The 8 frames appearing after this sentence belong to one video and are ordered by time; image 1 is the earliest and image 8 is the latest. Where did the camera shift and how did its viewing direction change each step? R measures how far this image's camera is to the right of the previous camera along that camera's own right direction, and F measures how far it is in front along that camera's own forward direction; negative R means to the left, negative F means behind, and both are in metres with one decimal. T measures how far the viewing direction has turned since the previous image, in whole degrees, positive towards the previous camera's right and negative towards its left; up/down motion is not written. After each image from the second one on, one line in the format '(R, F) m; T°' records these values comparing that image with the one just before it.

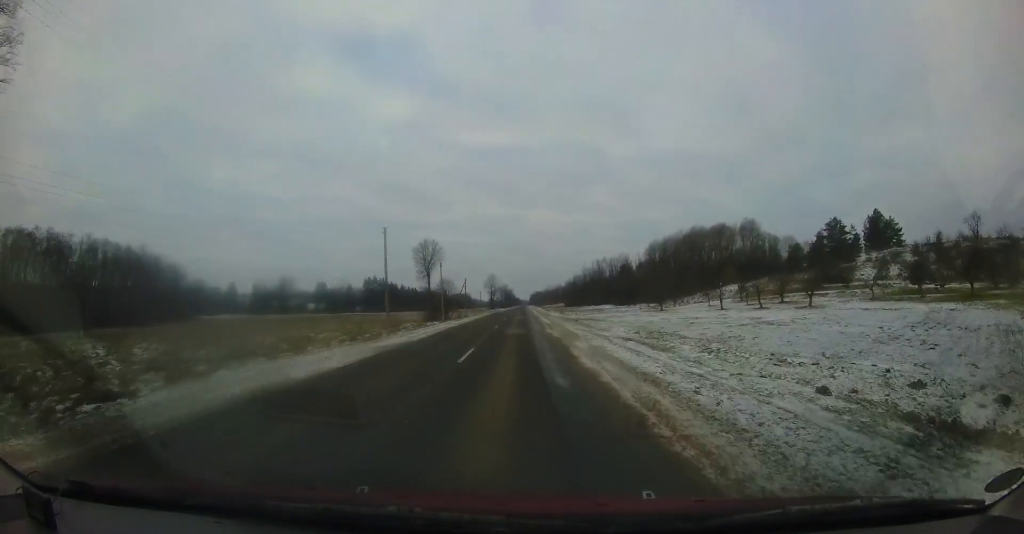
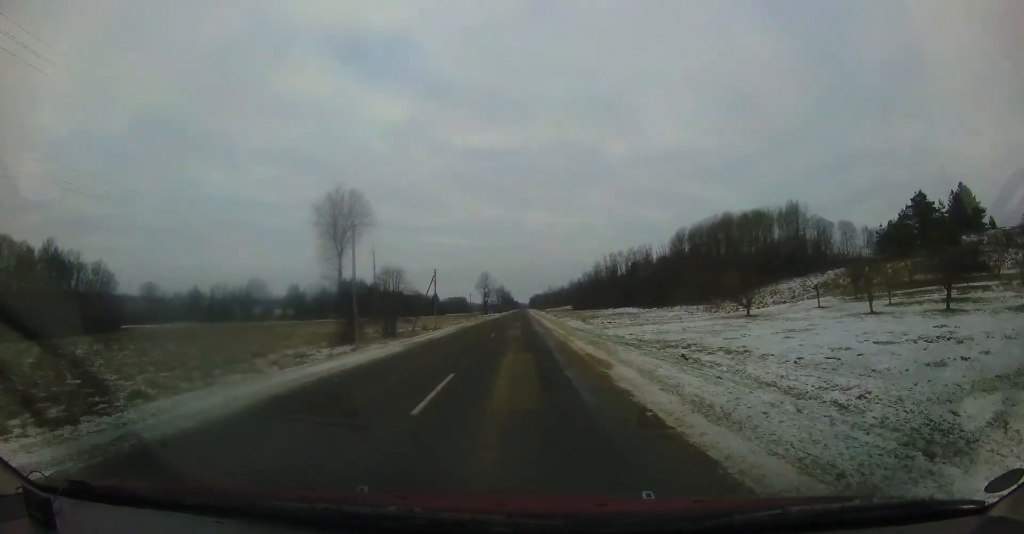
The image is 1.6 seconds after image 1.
(0.0, +28.1) m; 0°
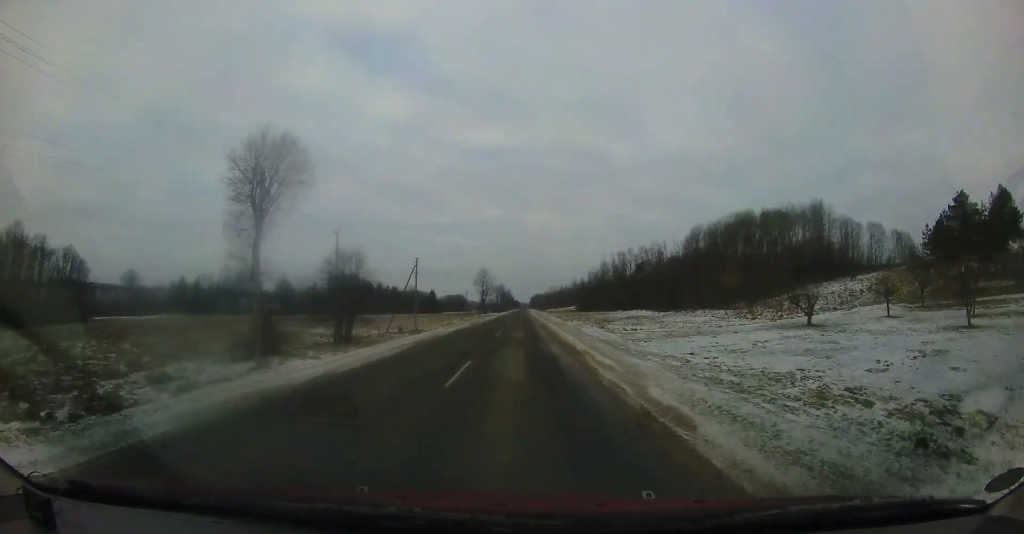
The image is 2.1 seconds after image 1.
(-0.2, +10.4) m; +1°
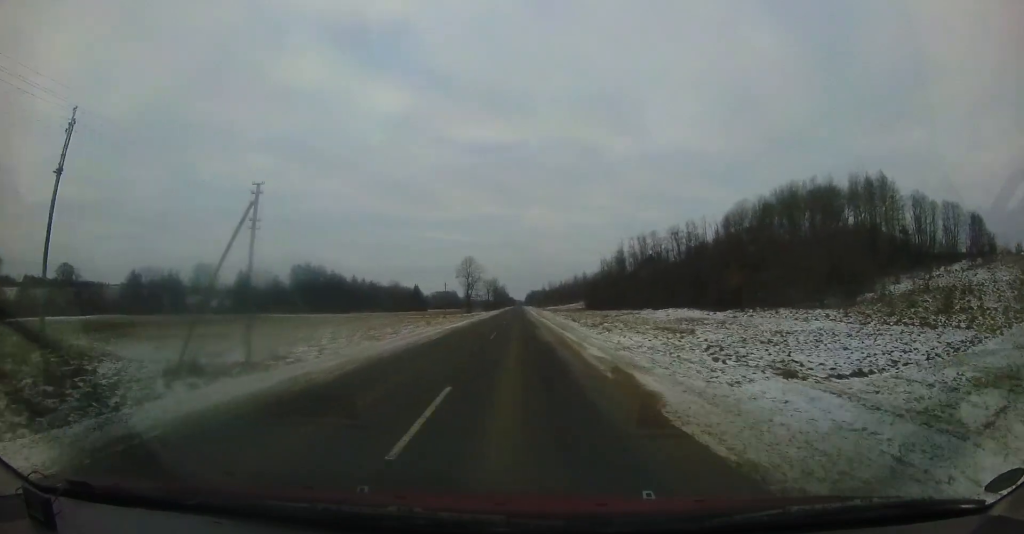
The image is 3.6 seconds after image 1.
(+0.7, +27.2) m; +1°
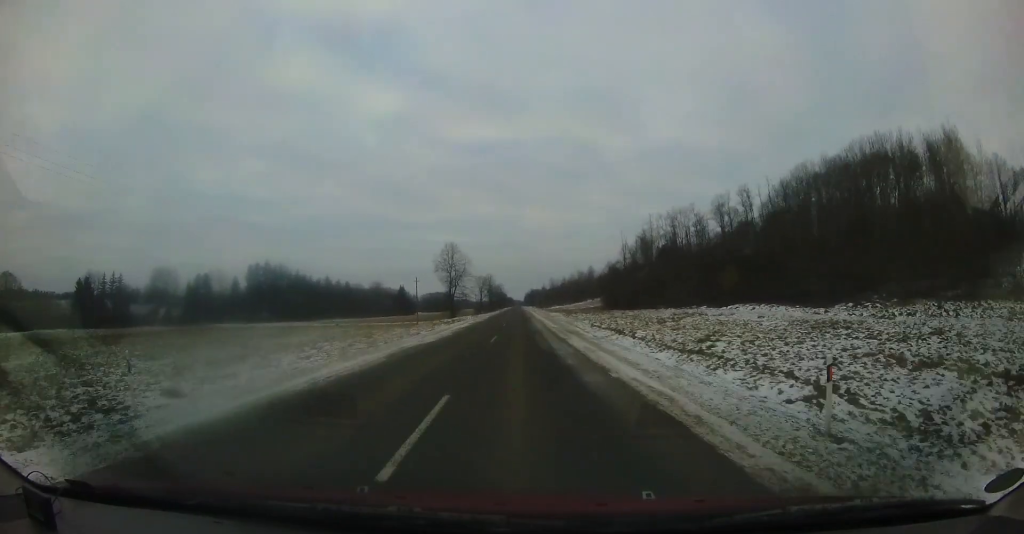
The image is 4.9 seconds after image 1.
(-0.1, +24.3) m; 0°
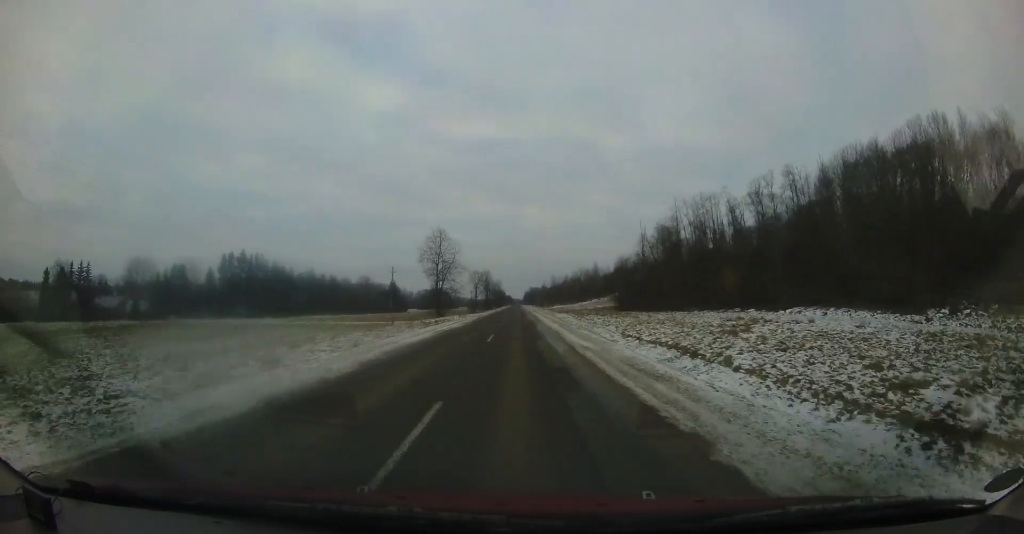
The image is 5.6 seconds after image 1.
(+0.1, +12.5) m; 0°
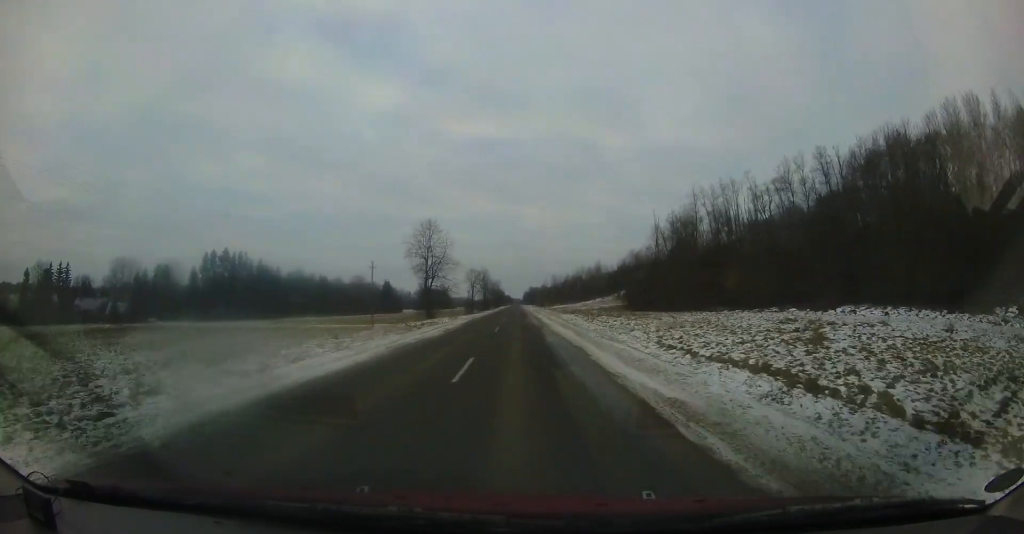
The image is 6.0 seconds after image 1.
(-0.1, +7.6) m; -1°
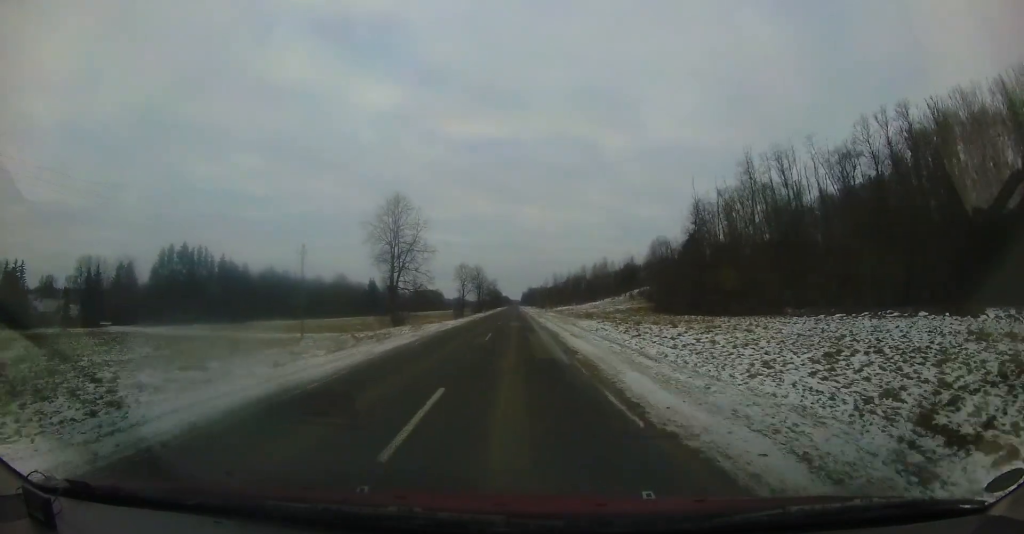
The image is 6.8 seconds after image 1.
(-0.1, +15.8) m; 0°
